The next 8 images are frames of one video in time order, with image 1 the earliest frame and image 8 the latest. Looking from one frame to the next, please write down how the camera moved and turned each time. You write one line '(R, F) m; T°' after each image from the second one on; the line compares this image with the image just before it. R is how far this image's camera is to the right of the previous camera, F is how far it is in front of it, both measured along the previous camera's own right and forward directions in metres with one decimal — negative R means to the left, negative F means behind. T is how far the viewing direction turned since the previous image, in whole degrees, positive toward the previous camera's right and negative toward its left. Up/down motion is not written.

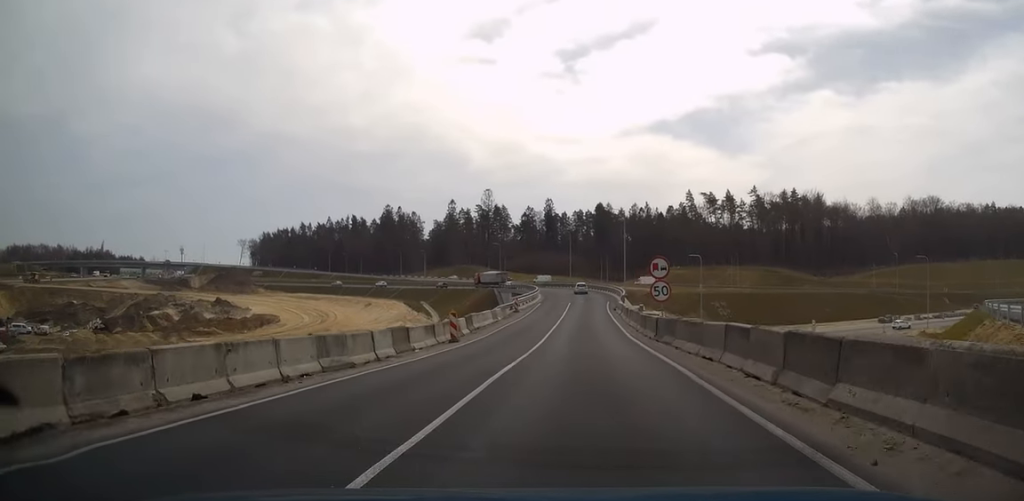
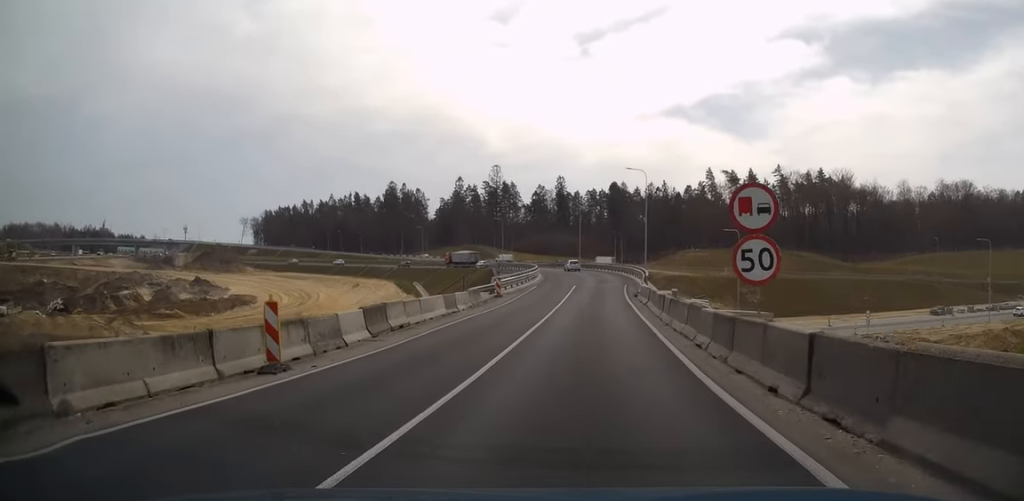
(-0.3, +16.6) m; -1°
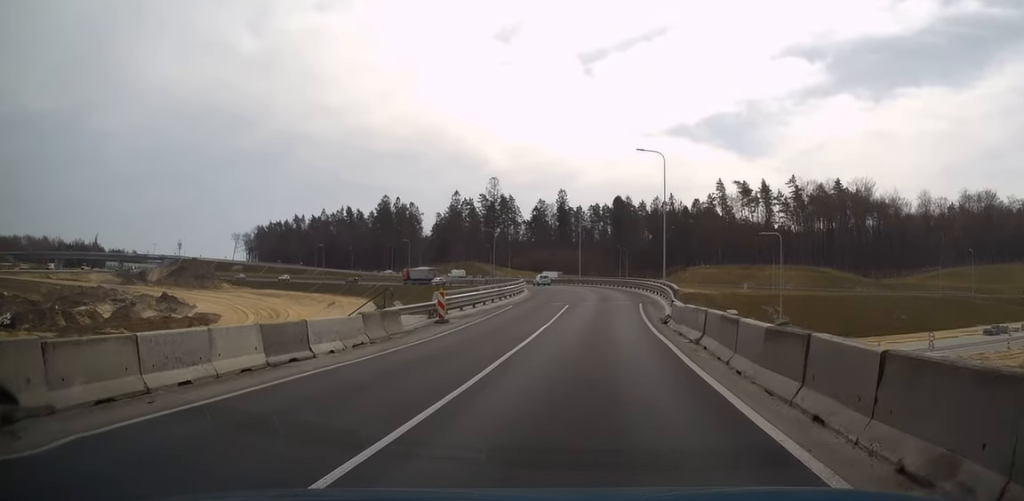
(0.0, +15.9) m; 0°
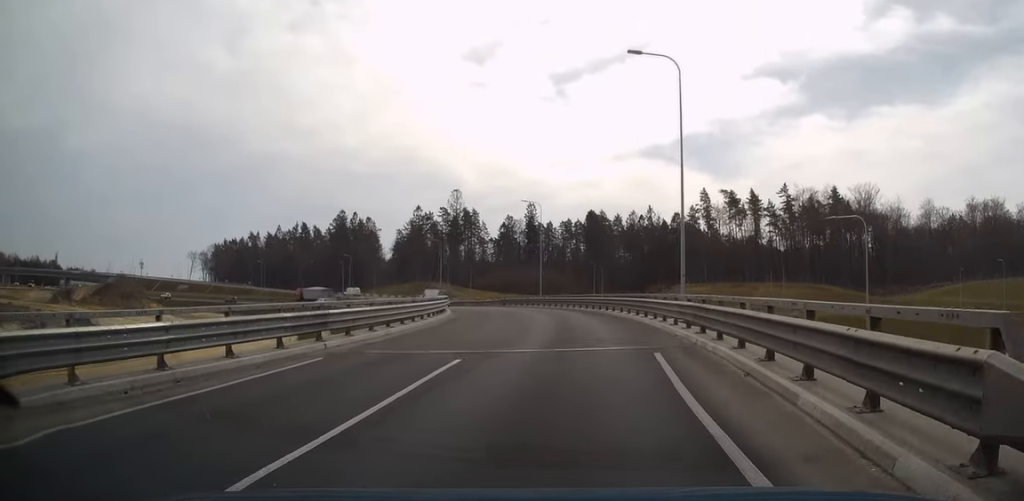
(0.0, +23.2) m; 0°
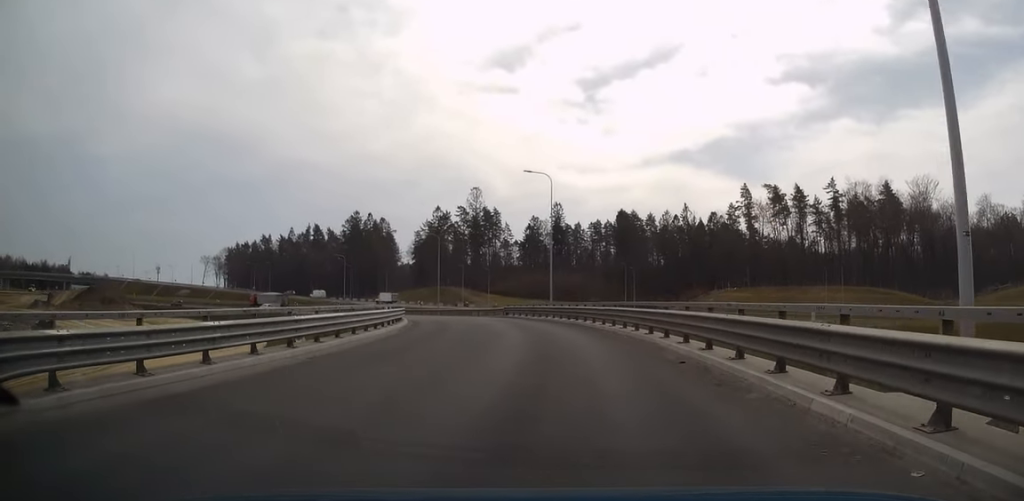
(-0.2, +18.7) m; -2°
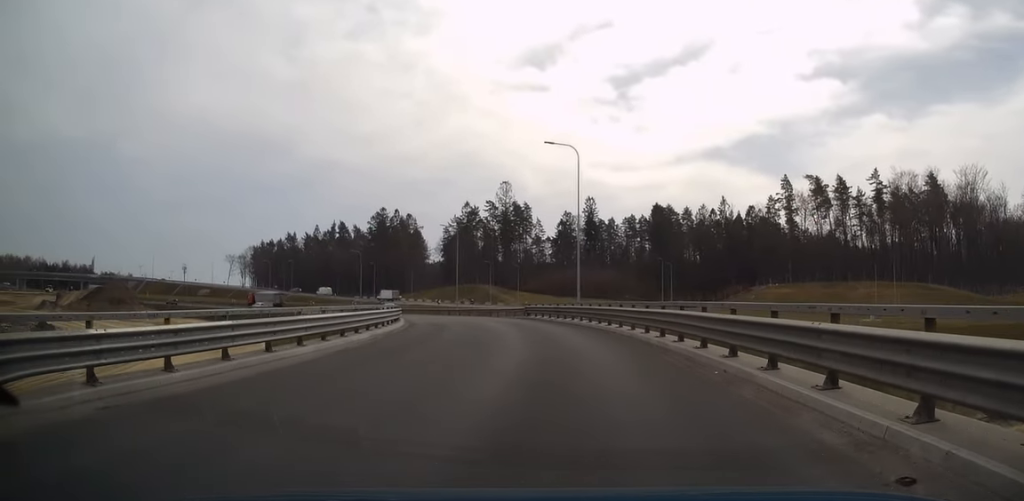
(+0.1, +8.4) m; -2°
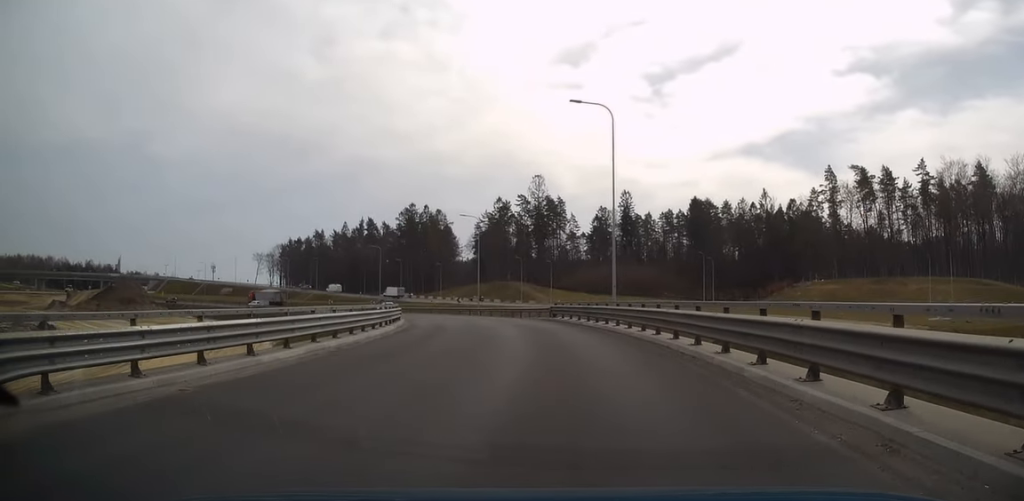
(-0.4, +8.1) m; -3°
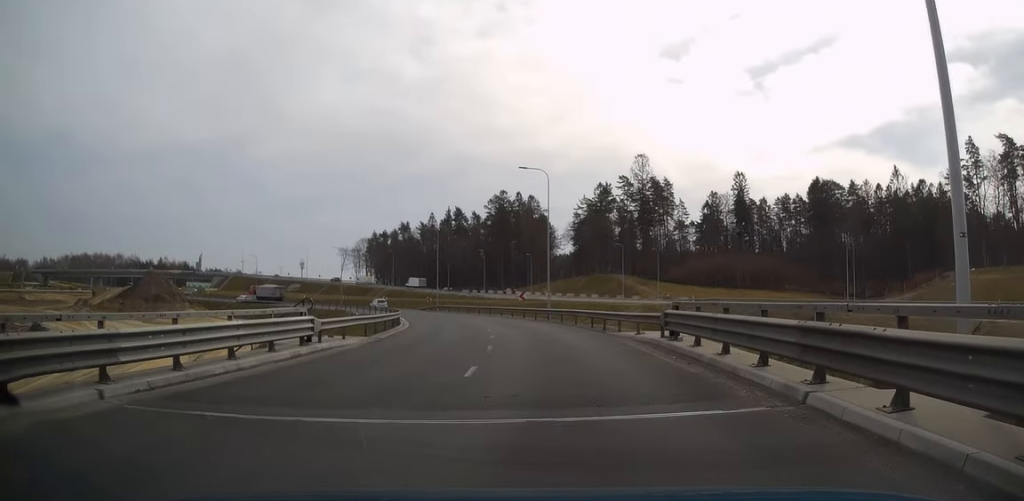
(-1.8, +24.2) m; -9°
